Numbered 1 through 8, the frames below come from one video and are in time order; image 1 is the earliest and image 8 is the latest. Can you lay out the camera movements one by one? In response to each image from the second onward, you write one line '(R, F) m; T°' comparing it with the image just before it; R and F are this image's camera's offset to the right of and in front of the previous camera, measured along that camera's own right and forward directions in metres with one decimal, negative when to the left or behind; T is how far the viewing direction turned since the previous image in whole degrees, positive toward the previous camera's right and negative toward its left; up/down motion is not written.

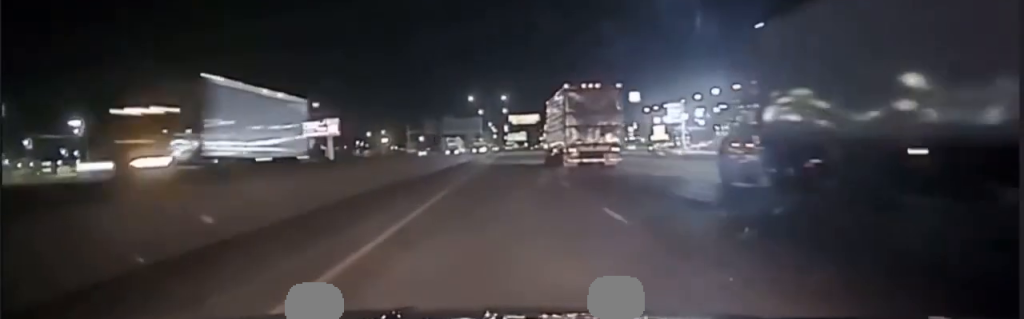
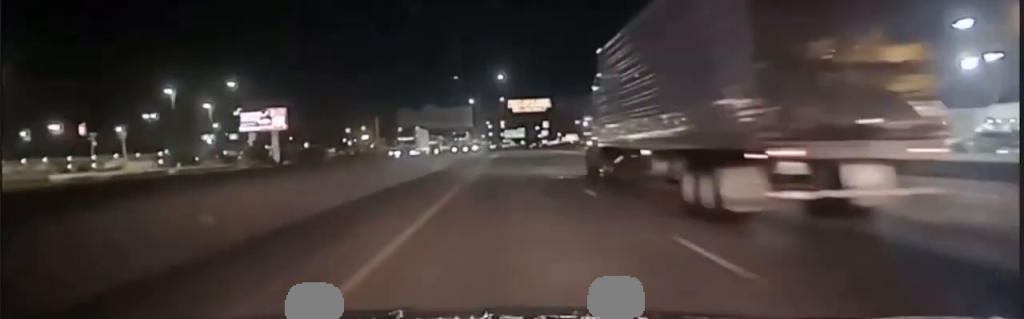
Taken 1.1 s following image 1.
(-0.1, +52.9) m; 0°
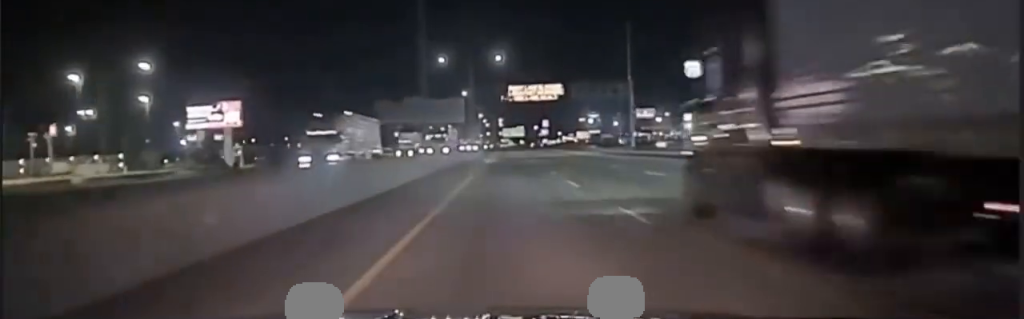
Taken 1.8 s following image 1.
(0.0, +33.6) m; 0°
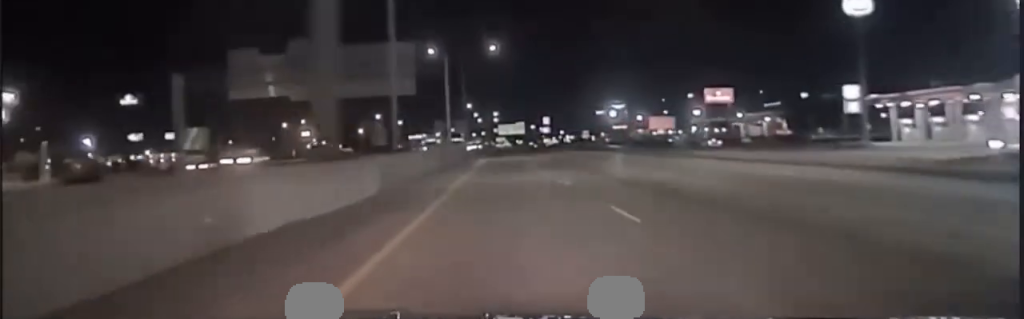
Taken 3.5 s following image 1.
(+0.5, +96.9) m; 0°
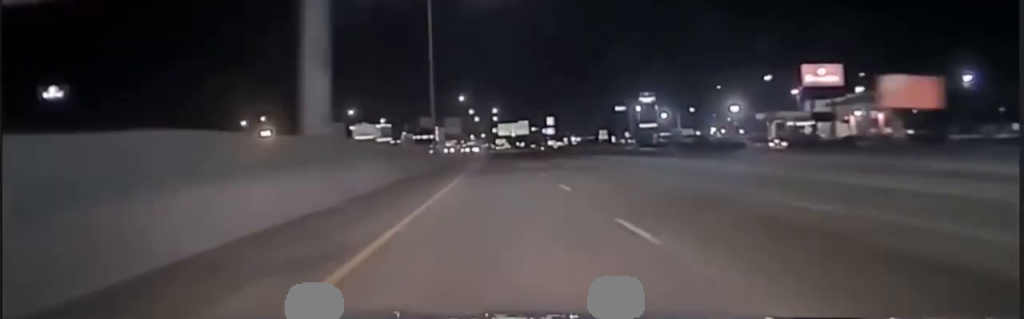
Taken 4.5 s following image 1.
(-0.1, +54.2) m; 0°
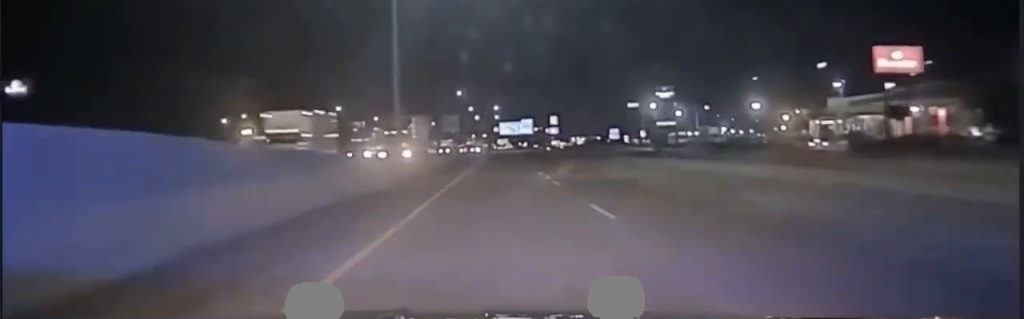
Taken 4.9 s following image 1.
(-0.1, +21.2) m; 0°
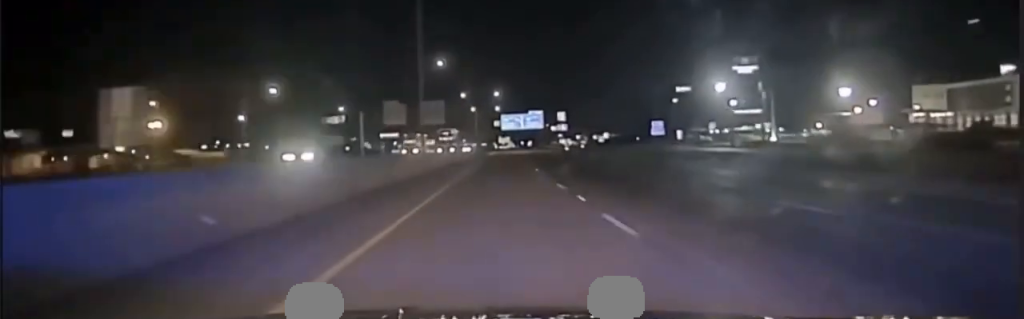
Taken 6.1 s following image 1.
(-0.1, +62.5) m; 0°
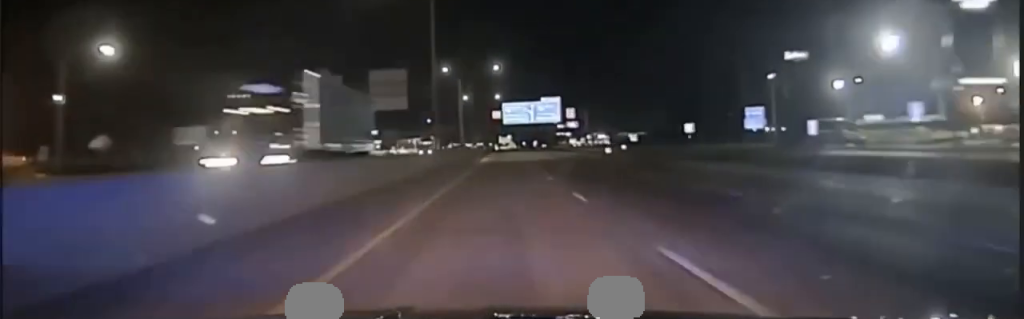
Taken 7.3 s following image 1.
(+0.1, +61.0) m; 0°
